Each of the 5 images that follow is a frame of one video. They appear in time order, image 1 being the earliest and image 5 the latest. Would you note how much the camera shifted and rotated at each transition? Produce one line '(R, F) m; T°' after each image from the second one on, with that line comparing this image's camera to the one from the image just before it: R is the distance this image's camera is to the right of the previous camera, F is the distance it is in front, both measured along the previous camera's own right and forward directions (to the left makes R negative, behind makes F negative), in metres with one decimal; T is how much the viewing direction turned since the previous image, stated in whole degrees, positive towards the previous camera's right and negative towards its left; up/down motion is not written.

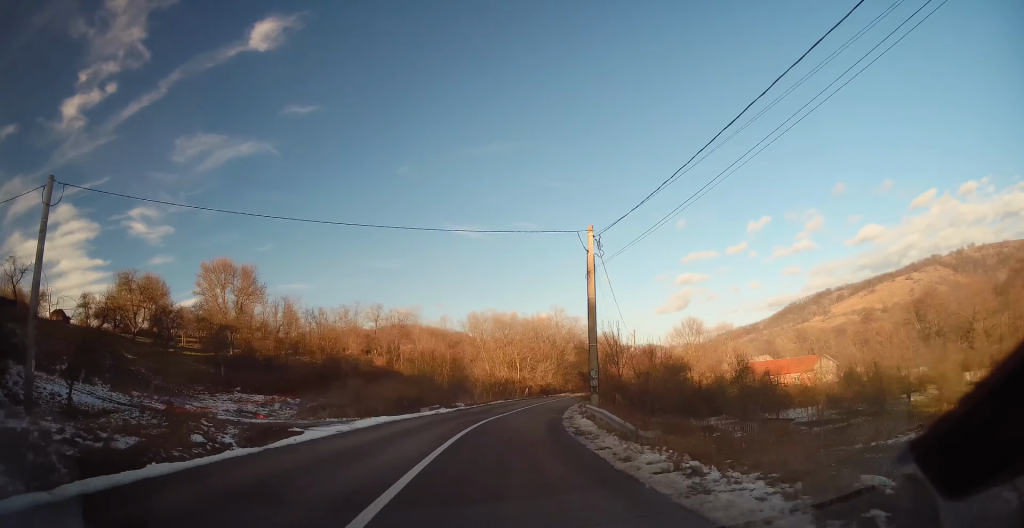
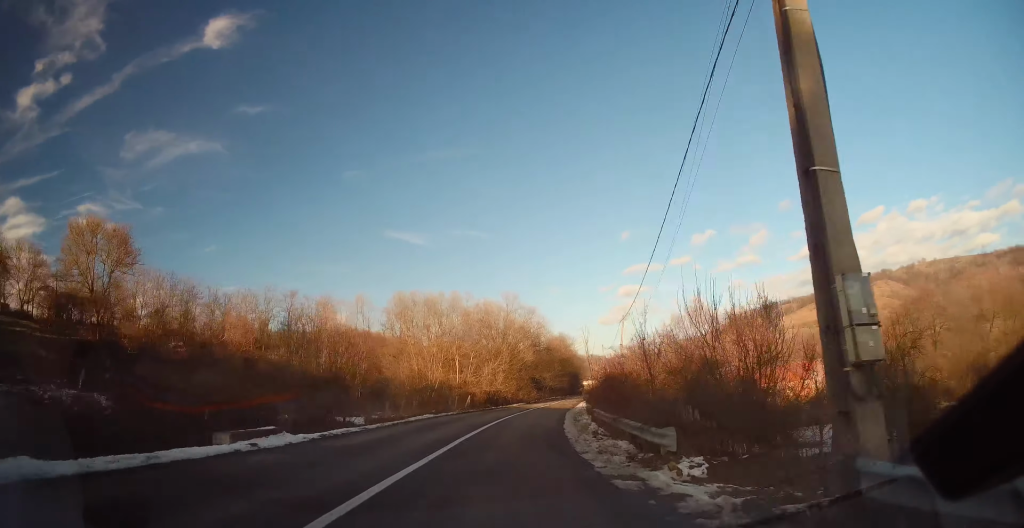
(+0.9, +19.5) m; +7°
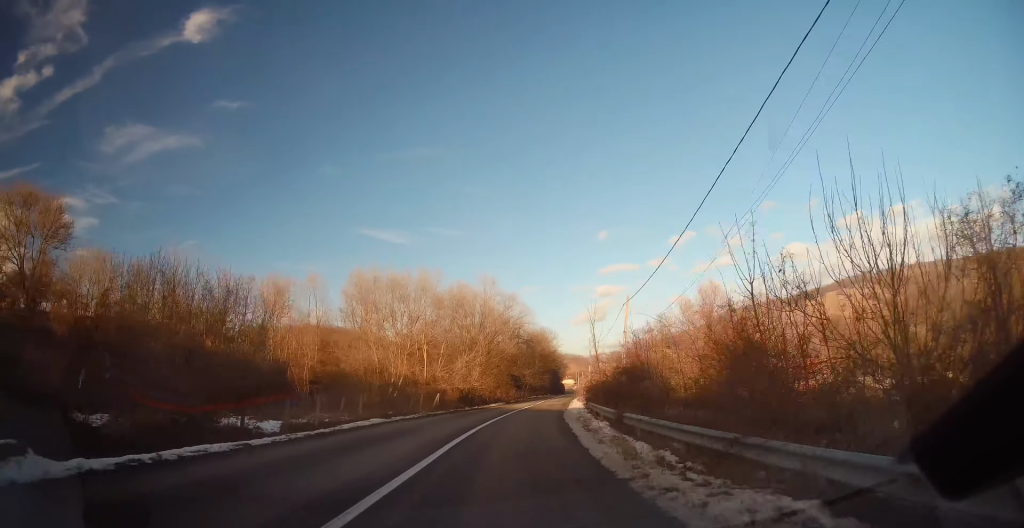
(+0.4, +8.7) m; +3°
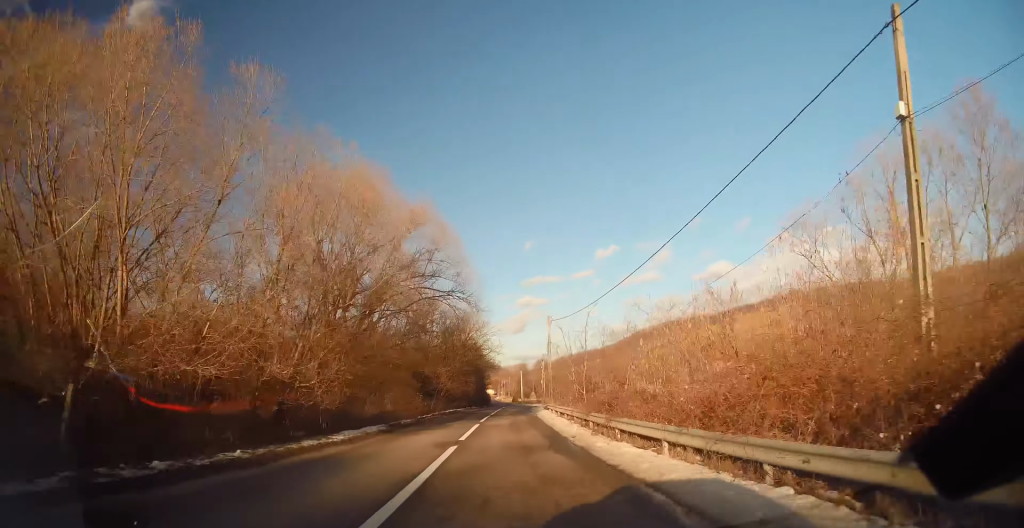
(+2.2, +31.8) m; +6°
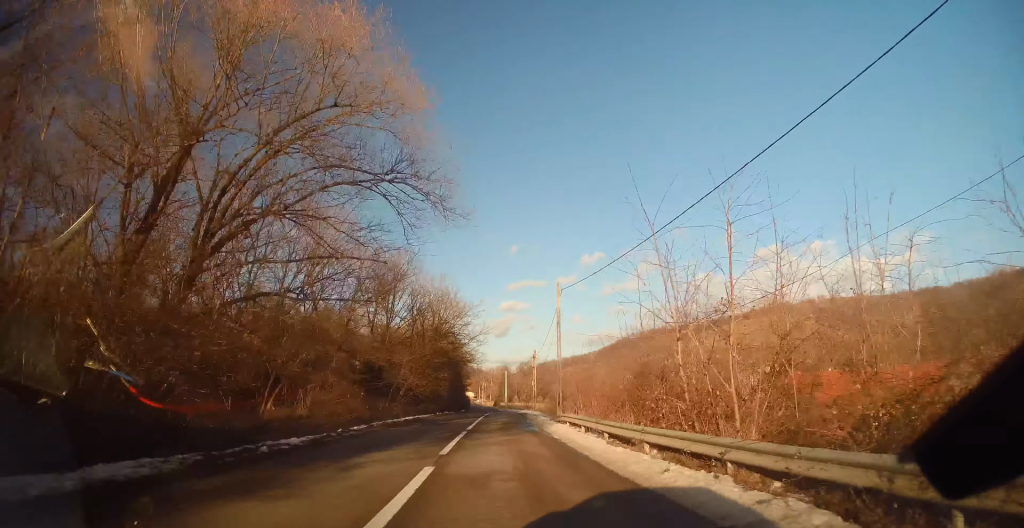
(+0.3, +15.5) m; +2°
